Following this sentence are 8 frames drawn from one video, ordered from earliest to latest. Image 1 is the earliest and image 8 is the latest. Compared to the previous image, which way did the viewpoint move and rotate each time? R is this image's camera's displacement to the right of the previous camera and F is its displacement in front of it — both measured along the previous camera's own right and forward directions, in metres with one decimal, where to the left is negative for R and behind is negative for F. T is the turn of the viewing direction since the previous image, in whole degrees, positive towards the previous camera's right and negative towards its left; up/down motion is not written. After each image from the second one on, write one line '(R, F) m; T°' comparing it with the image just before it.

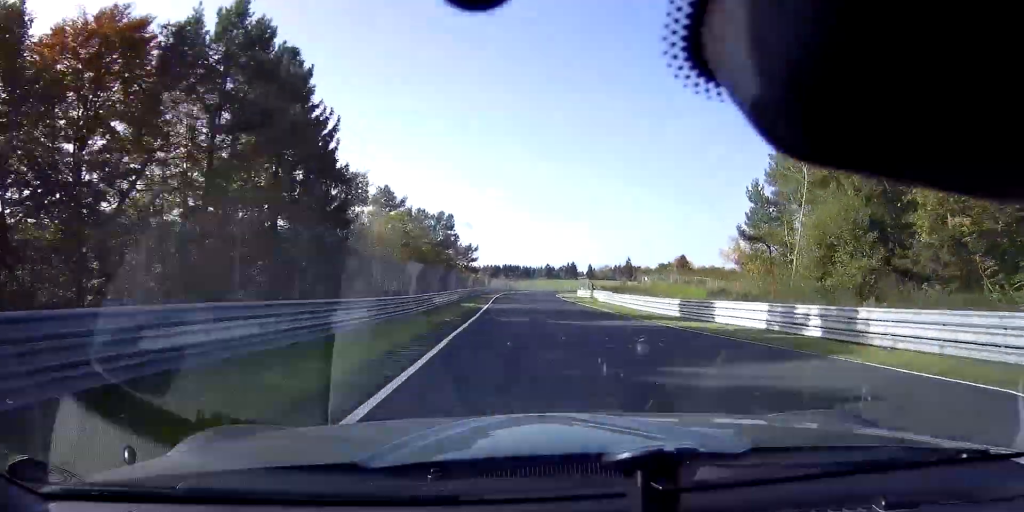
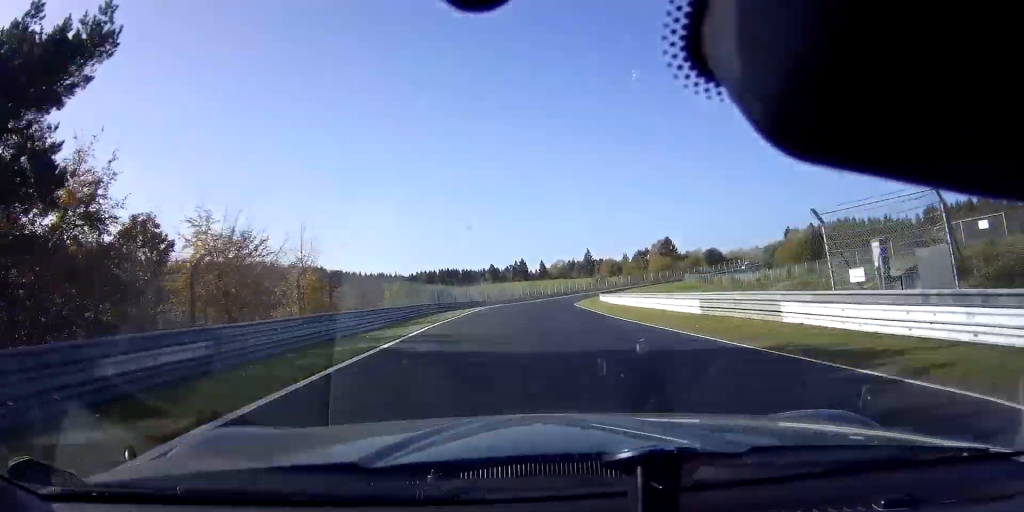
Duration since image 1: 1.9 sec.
(+3.3, +78.1) m; +7°
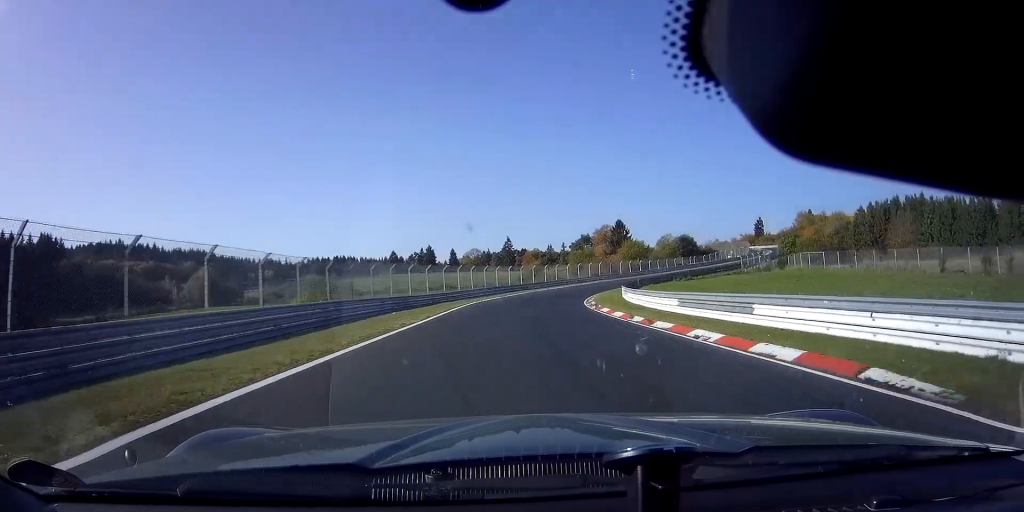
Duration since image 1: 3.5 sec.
(+4.9, +63.4) m; +12°
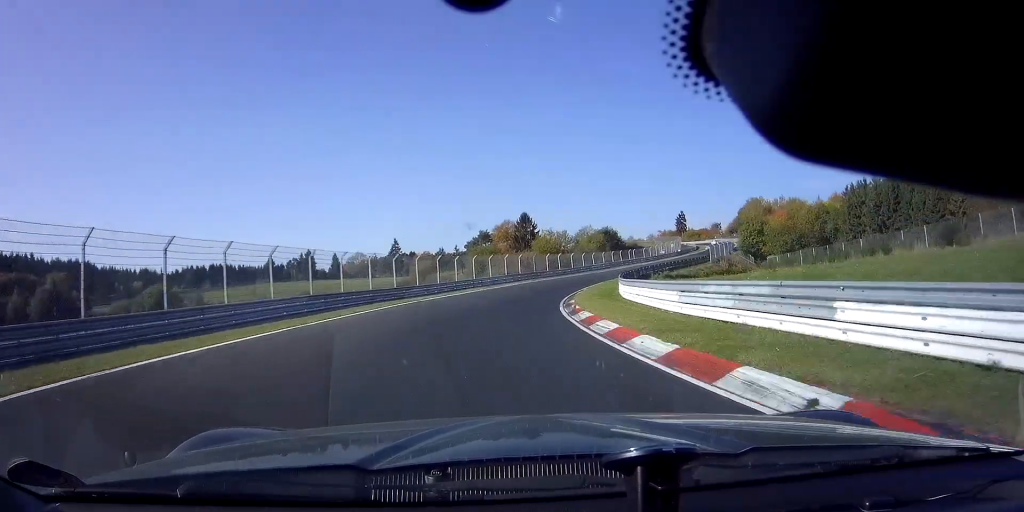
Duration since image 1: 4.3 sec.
(+2.1, +31.5) m; +11°
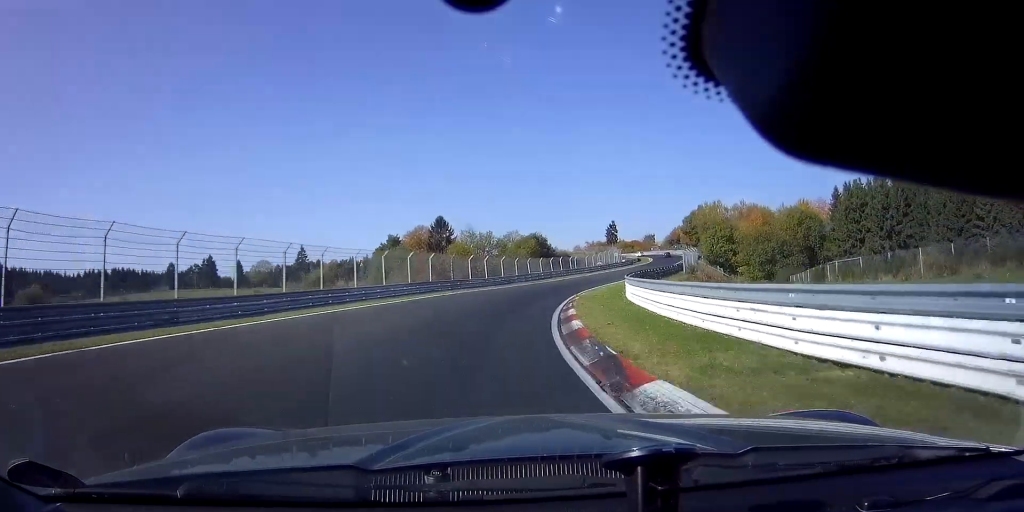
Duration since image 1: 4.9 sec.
(+1.9, +20.6) m; +8°
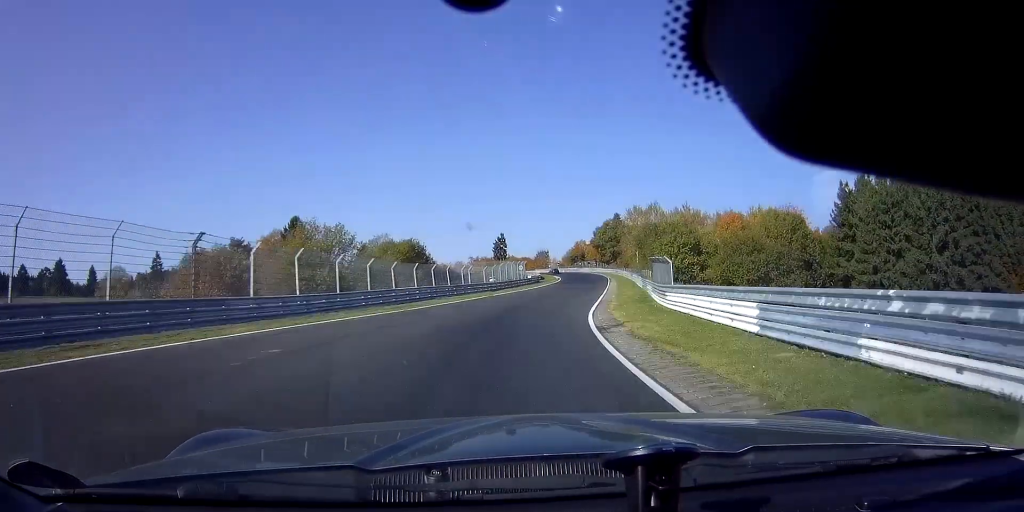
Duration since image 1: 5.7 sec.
(+3.2, +29.0) m; +11°
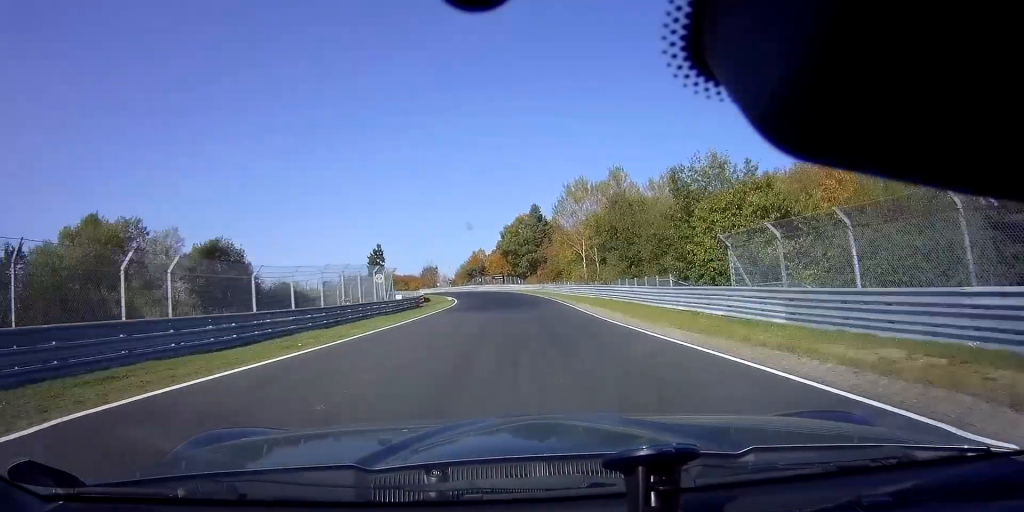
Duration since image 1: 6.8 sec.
(+4.7, +37.8) m; +9°
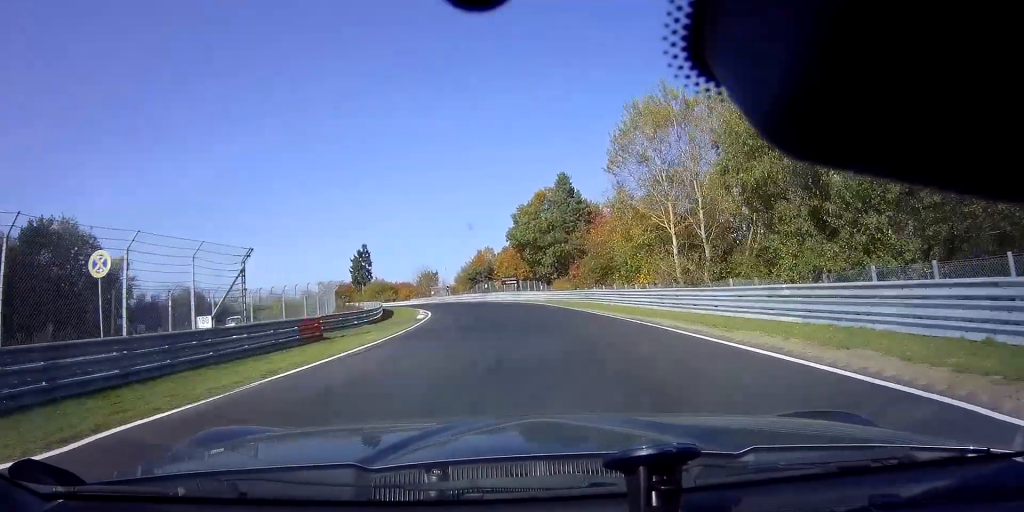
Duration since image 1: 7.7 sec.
(+0.7, +28.1) m; -1°
